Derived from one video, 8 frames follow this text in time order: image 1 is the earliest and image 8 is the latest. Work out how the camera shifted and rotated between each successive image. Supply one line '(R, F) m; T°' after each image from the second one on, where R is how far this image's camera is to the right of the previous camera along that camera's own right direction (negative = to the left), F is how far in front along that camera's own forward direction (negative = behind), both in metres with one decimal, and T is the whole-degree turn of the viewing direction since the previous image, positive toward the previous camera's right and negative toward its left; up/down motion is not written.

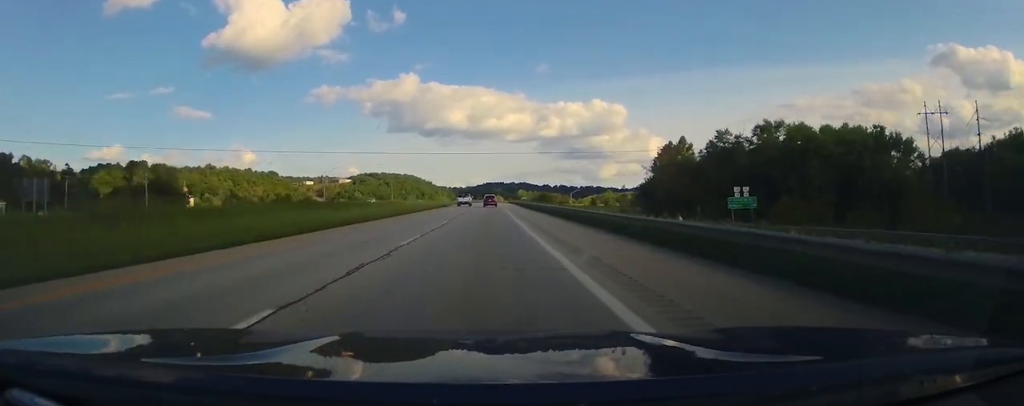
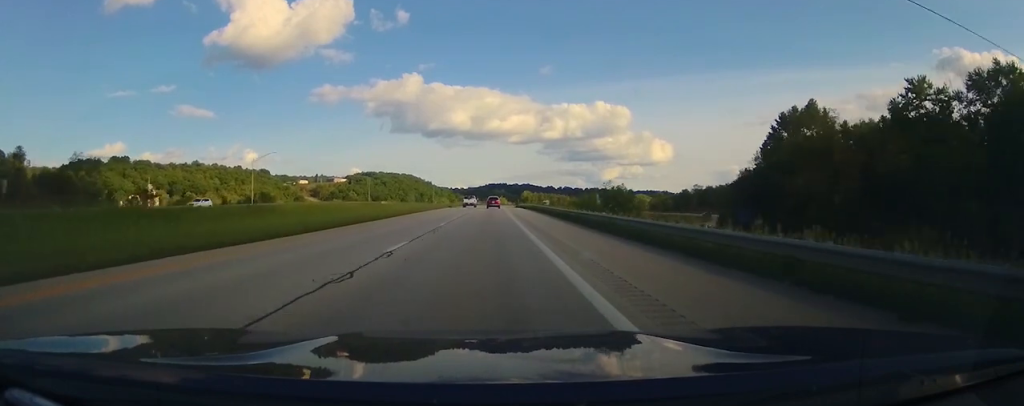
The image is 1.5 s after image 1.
(-0.1, +50.4) m; -1°
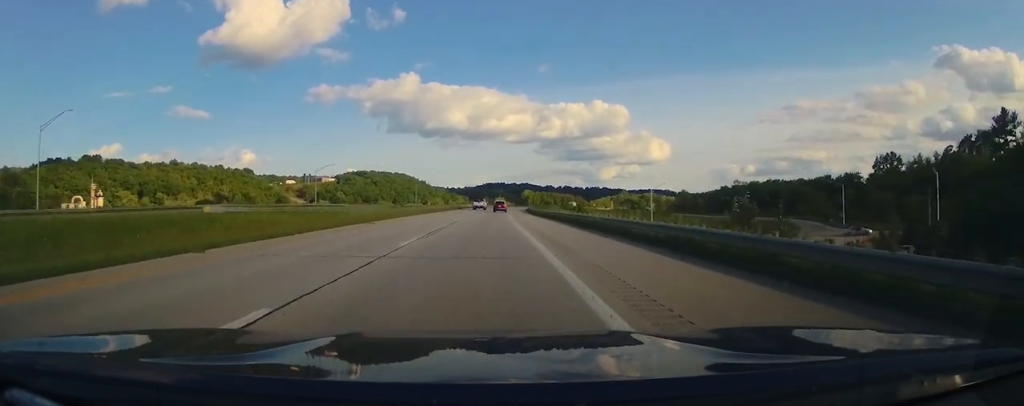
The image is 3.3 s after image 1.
(+0.2, +58.3) m; +1°
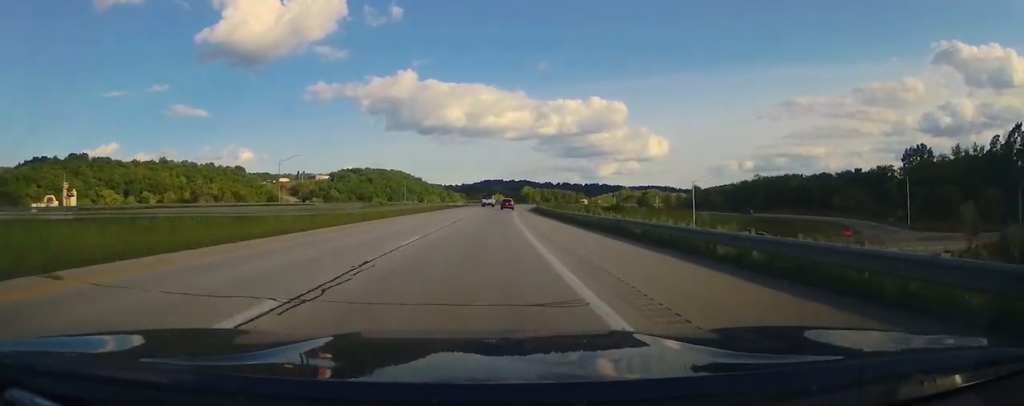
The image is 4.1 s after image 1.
(0.0, +23.6) m; 0°
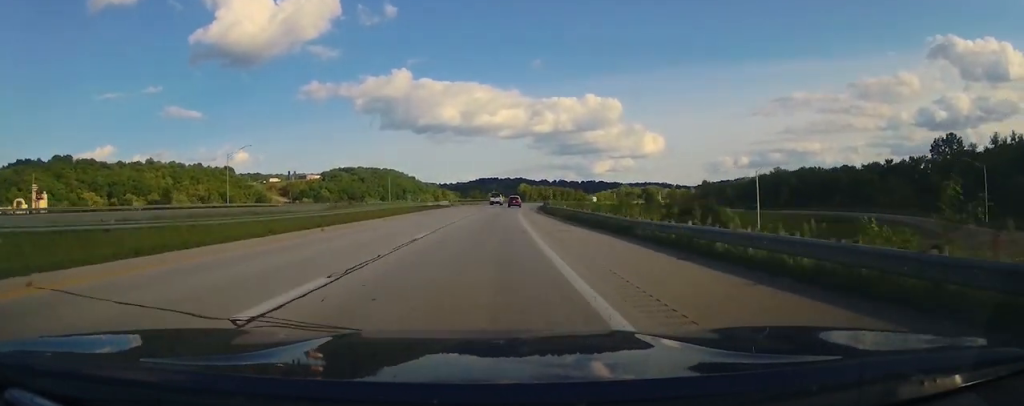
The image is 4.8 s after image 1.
(0.0, +22.5) m; +1°
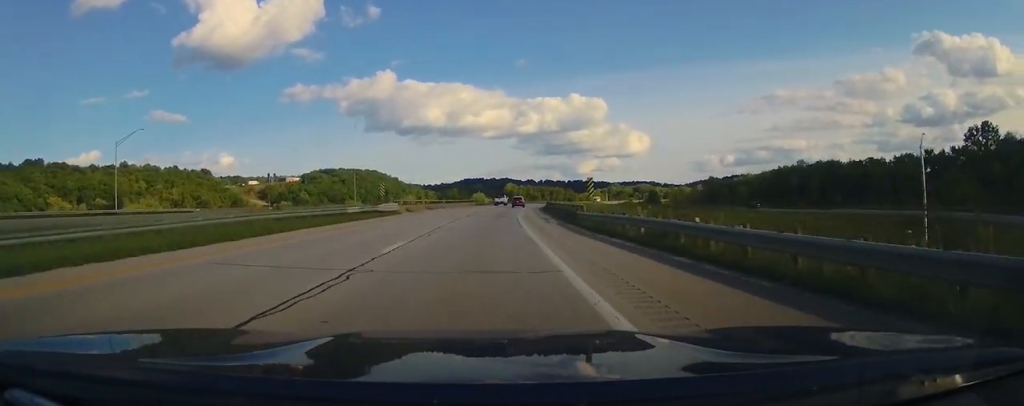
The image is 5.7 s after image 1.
(+0.4, +28.9) m; +2°
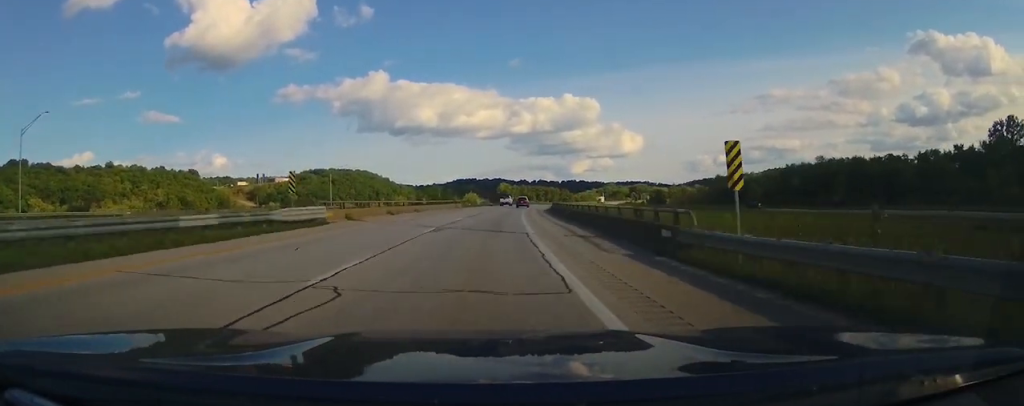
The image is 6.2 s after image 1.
(+0.4, +17.2) m; +1°
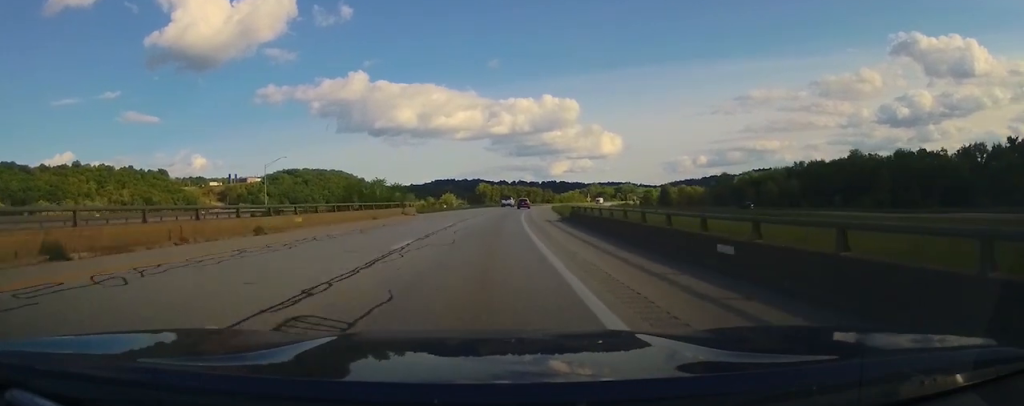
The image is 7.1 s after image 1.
(+0.1, +30.1) m; 0°
